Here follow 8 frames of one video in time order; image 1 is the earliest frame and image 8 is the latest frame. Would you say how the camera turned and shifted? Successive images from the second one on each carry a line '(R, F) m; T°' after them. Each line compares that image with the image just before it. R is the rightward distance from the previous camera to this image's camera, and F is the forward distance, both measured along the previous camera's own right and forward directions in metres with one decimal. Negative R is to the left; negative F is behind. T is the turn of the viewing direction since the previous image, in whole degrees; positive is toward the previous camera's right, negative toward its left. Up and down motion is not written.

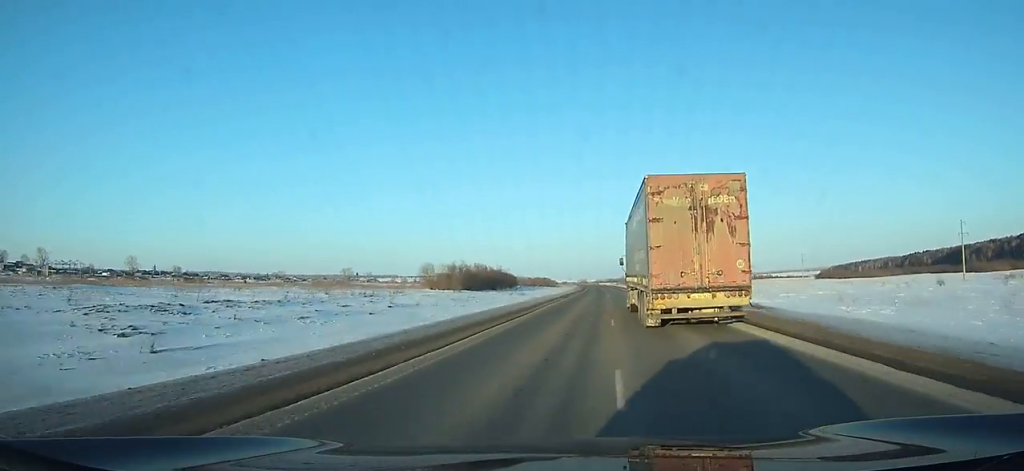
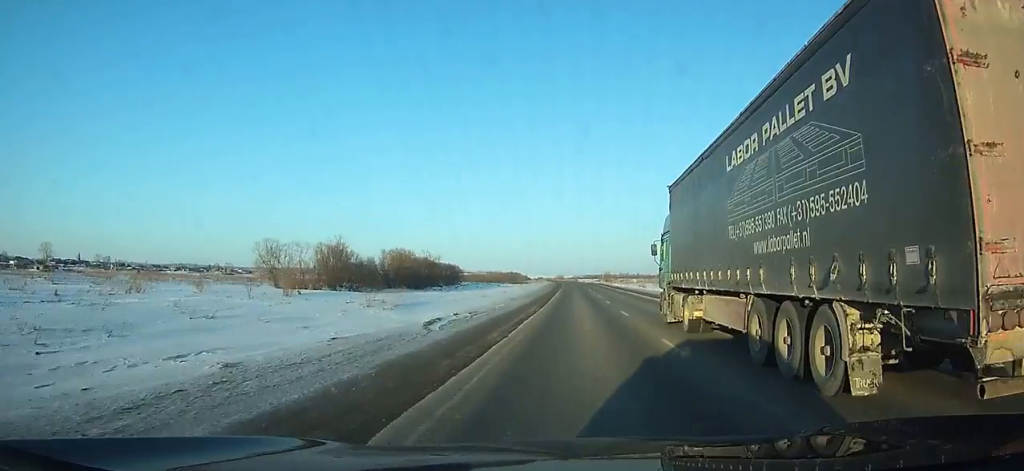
(-0.7, +67.8) m; 0°
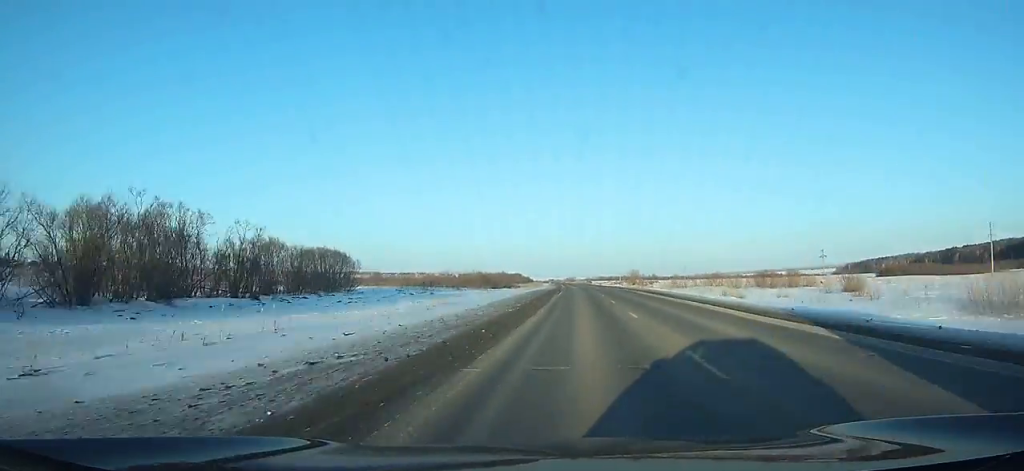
(+0.4, +84.0) m; 0°
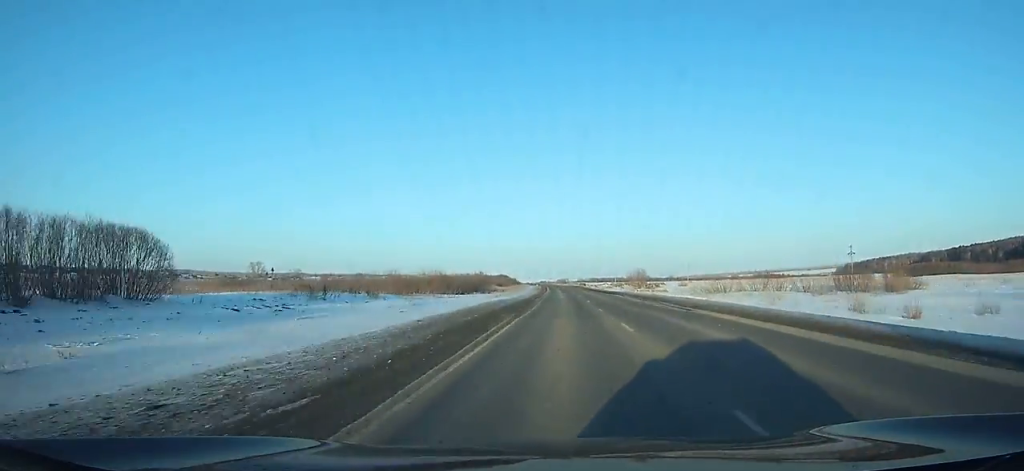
(+0.1, +40.3) m; 0°
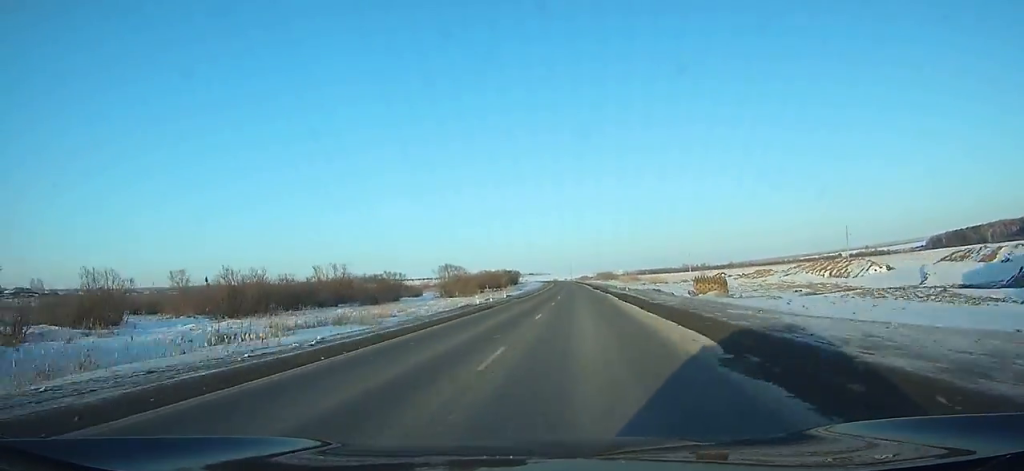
(-5.2, +201.7) m; -4°
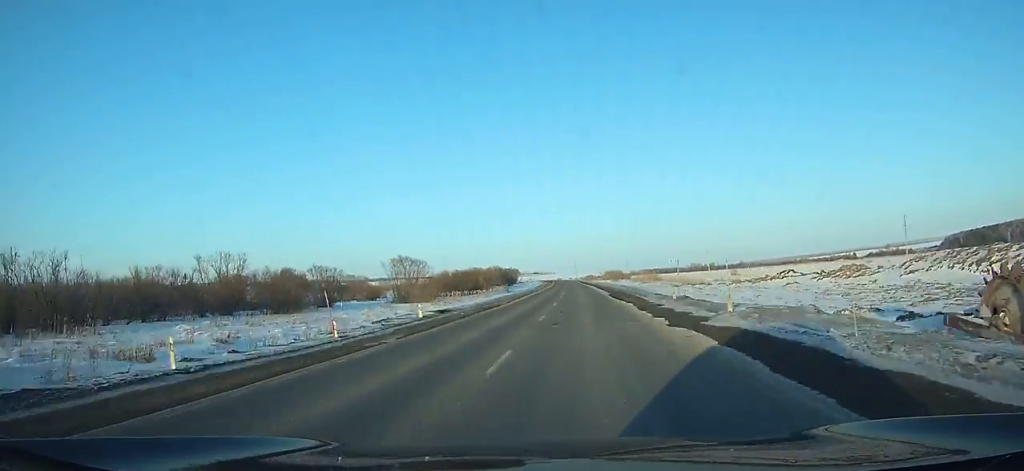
(-0.6, +36.2) m; -1°
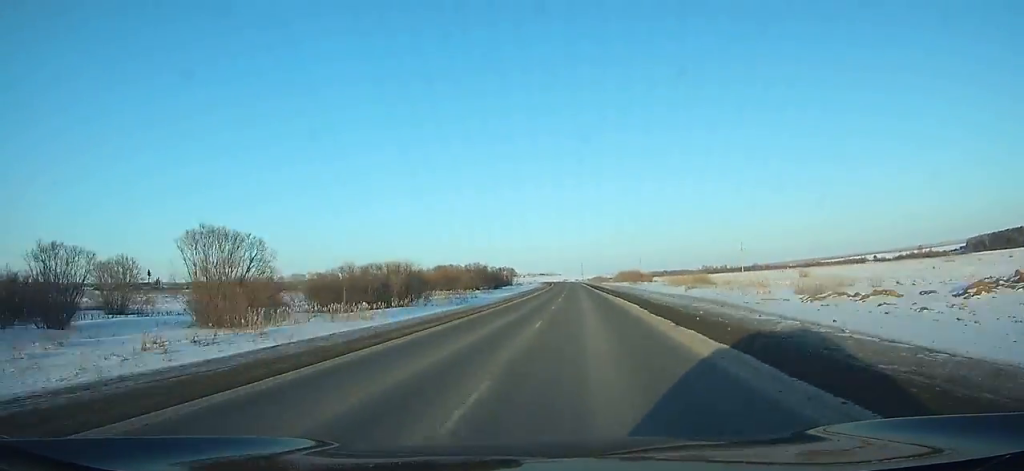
(-0.4, +52.9) m; -1°
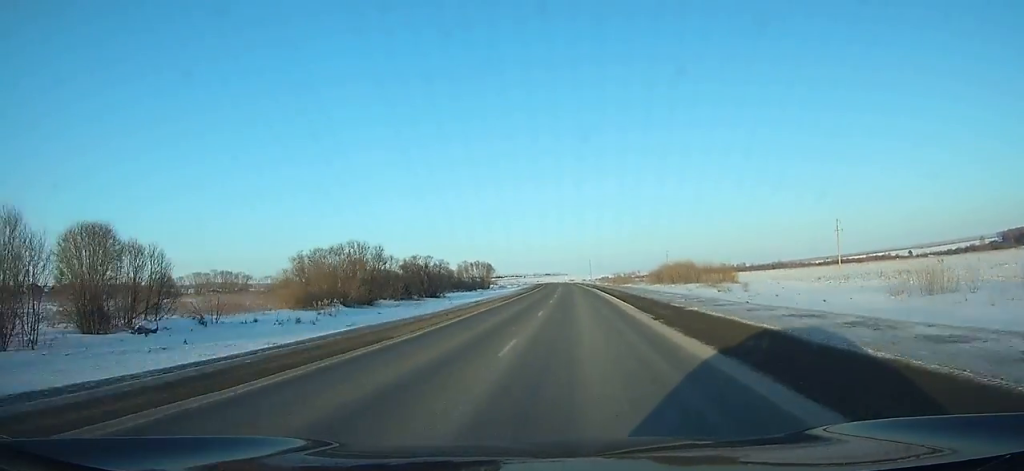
(-0.6, +89.9) m; -1°
